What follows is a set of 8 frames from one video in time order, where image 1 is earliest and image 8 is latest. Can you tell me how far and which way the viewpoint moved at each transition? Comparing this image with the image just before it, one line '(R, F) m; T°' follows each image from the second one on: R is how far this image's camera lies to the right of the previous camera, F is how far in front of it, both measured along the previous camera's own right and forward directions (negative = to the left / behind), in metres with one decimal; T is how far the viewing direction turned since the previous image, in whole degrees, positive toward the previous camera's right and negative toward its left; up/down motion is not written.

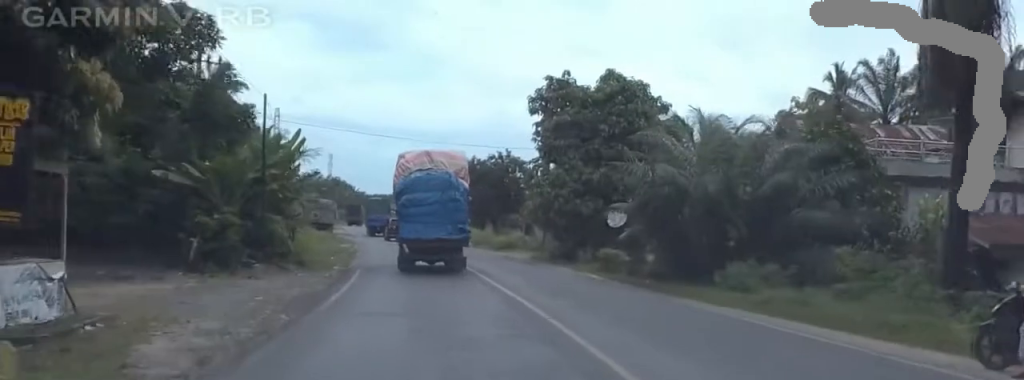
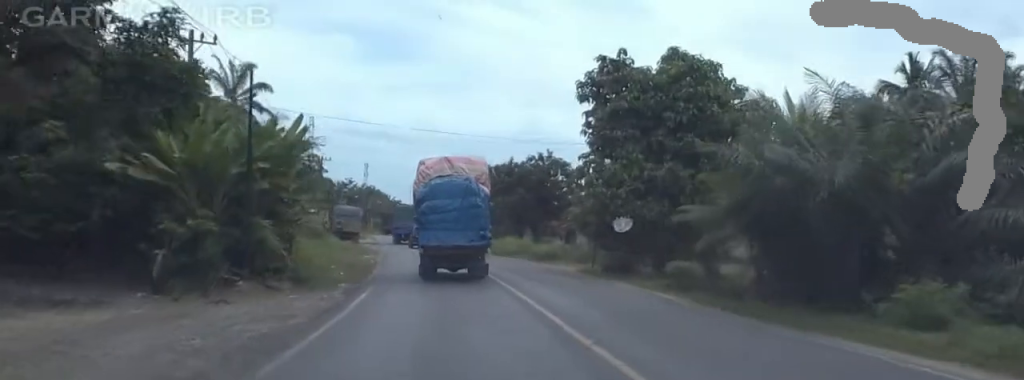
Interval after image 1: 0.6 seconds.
(-0.4, +6.1) m; -4°
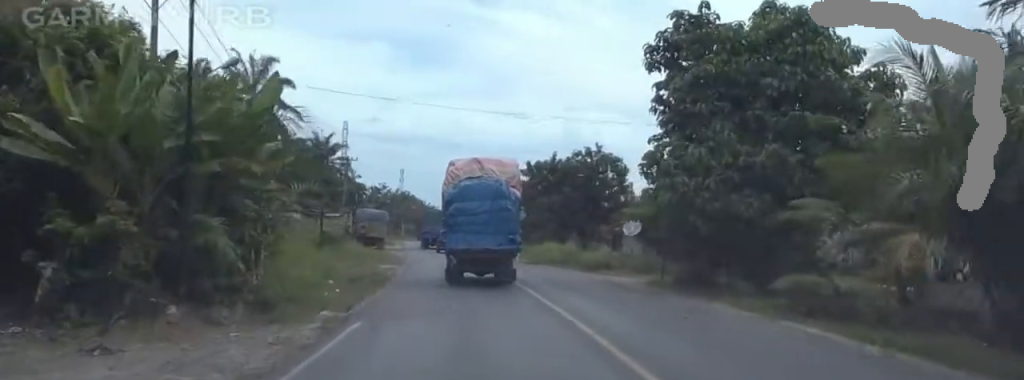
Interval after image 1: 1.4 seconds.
(-0.4, +7.2) m; -3°
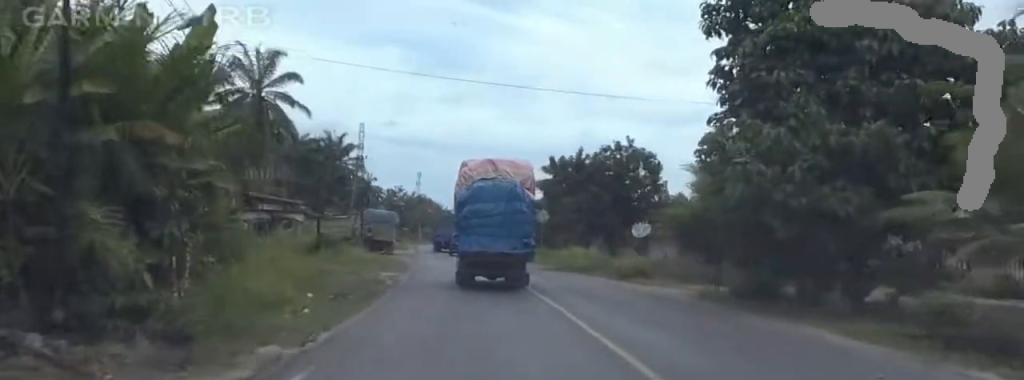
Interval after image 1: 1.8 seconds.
(0.0, +5.0) m; 0°
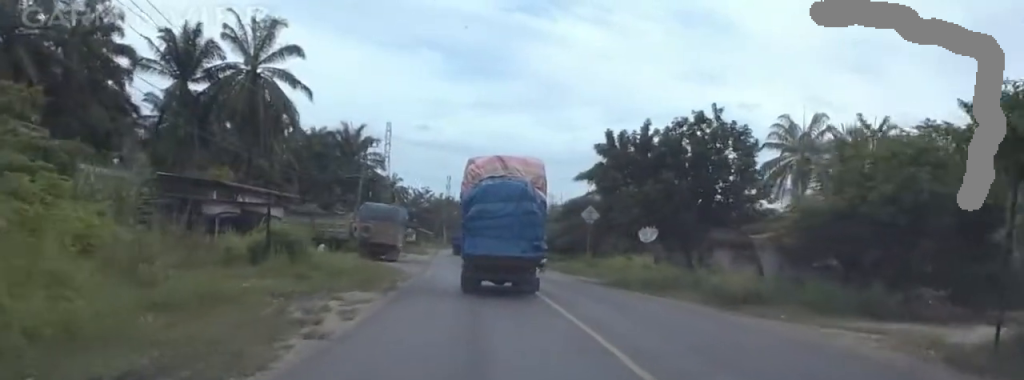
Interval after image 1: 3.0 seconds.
(0.0, +12.3) m; 0°
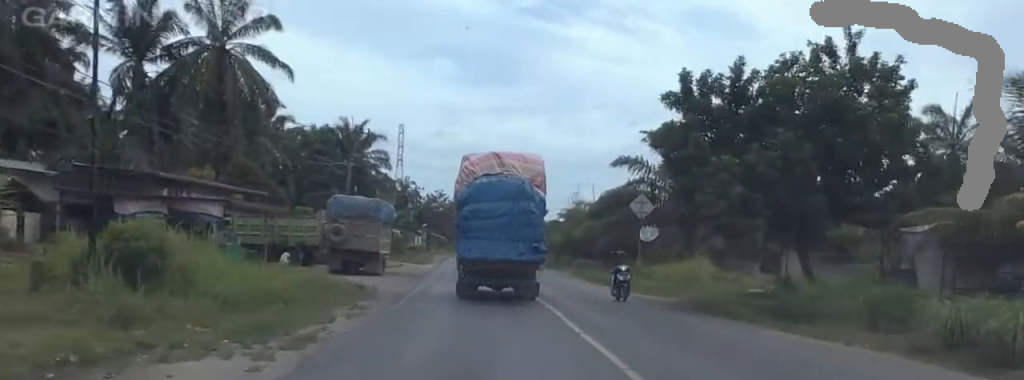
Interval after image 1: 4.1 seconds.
(0.0, +11.8) m; -1°
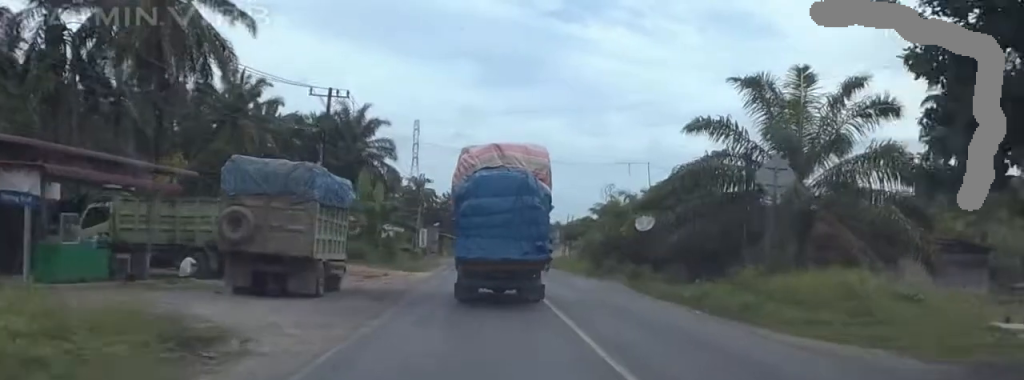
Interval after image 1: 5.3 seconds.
(-0.2, +14.8) m; -1°
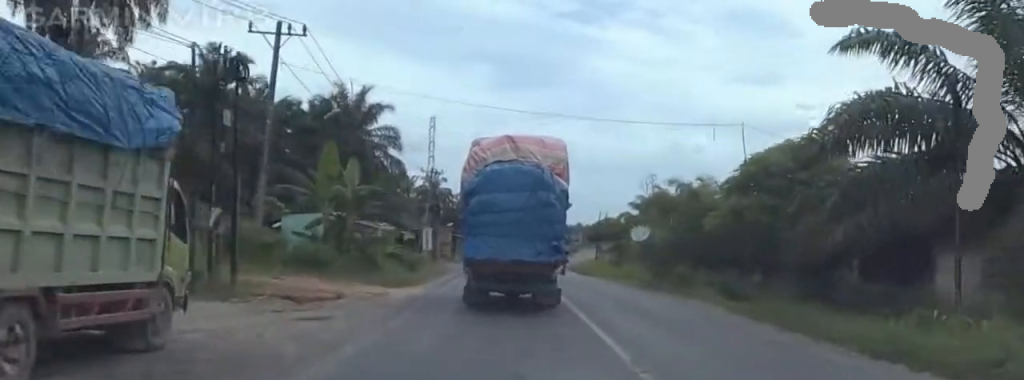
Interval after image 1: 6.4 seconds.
(0.0, +15.1) m; 0°
